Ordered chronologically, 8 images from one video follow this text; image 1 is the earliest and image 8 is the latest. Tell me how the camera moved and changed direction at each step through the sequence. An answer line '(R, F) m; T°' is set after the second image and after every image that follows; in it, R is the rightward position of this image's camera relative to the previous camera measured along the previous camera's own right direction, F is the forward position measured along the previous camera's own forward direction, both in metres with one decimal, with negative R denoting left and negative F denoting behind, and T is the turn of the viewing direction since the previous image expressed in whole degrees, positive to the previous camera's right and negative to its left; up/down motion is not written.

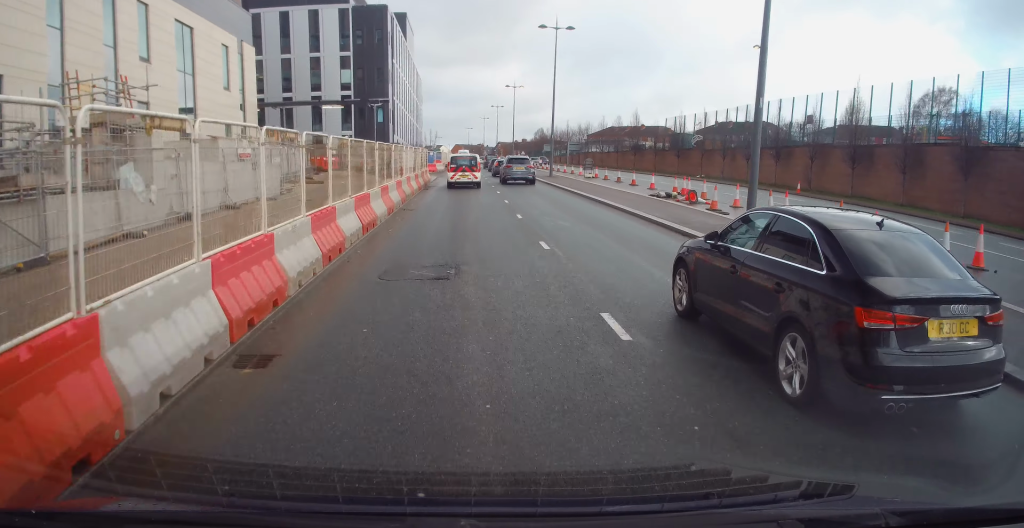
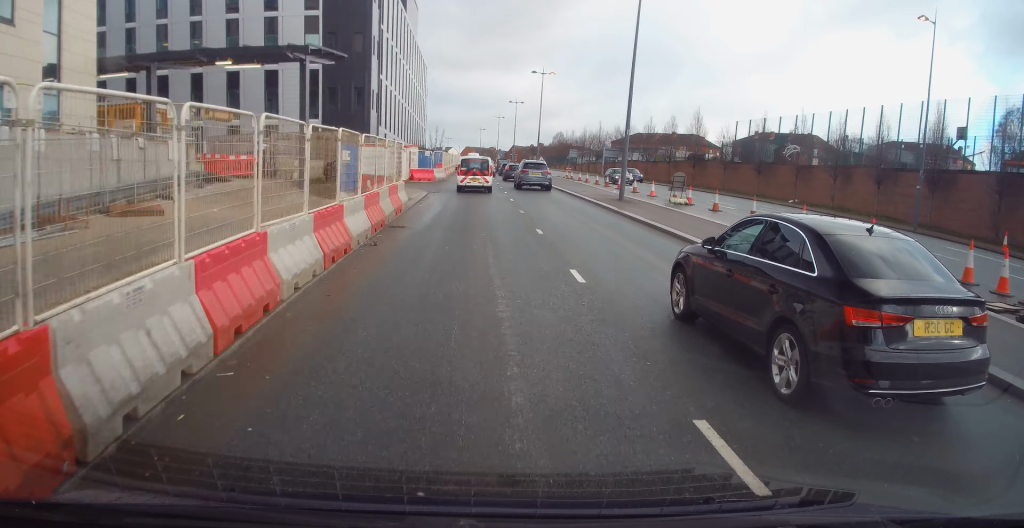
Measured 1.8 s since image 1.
(+0.1, +20.2) m; +1°
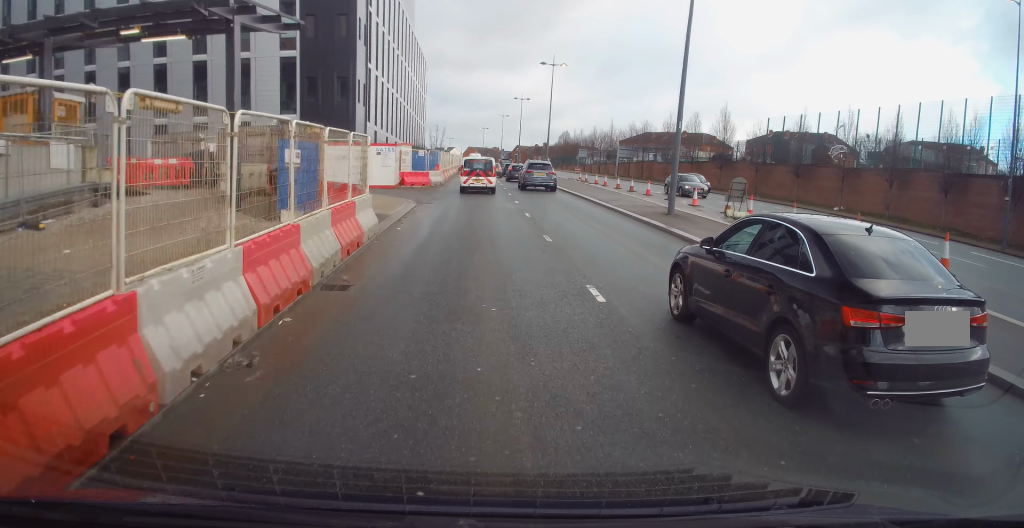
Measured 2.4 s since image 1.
(-0.1, +7.1) m; -1°
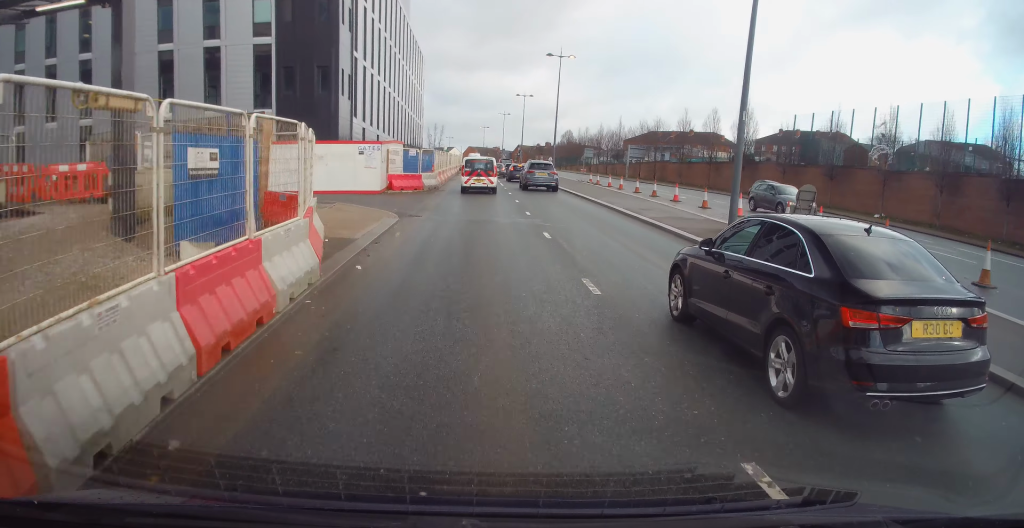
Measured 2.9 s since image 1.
(0.0, +5.5) m; 0°
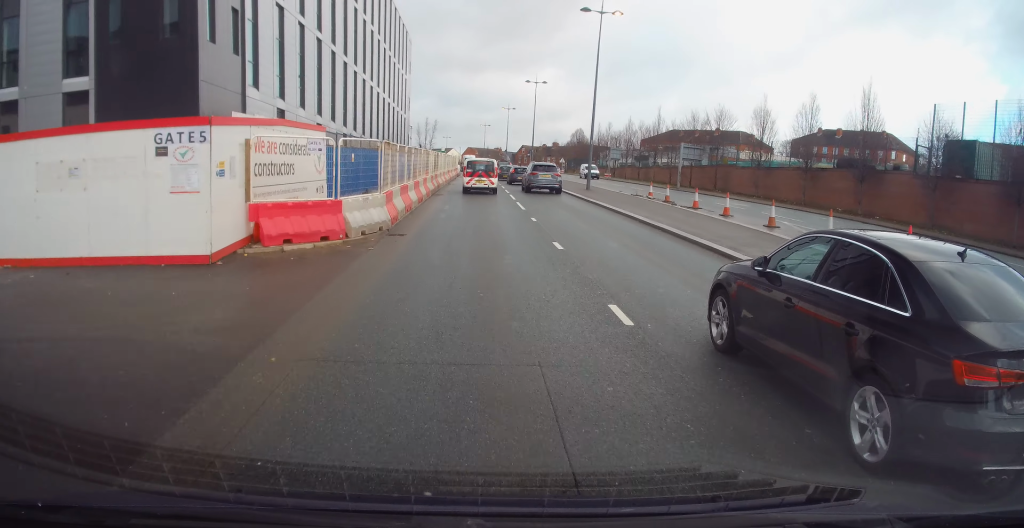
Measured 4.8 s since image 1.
(+0.5, +19.9) m; +1°
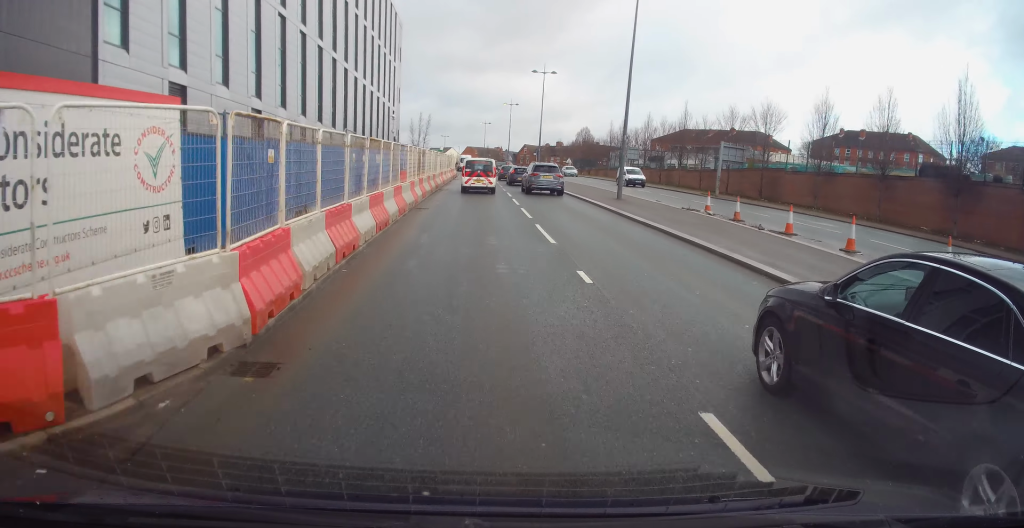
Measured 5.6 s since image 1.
(-0.3, +9.8) m; -2°
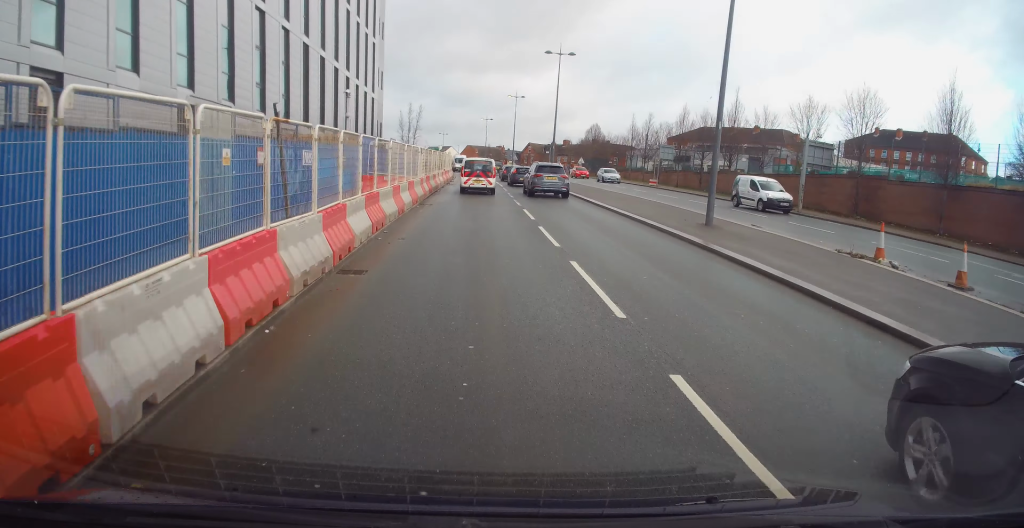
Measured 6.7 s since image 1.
(-0.1, +12.7) m; +1°
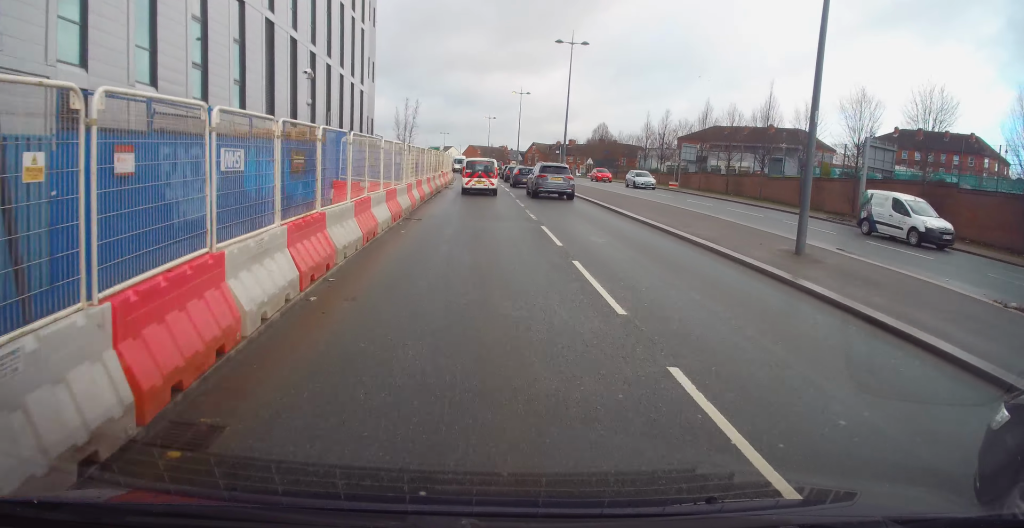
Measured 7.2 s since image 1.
(+0.2, +5.7) m; 0°
